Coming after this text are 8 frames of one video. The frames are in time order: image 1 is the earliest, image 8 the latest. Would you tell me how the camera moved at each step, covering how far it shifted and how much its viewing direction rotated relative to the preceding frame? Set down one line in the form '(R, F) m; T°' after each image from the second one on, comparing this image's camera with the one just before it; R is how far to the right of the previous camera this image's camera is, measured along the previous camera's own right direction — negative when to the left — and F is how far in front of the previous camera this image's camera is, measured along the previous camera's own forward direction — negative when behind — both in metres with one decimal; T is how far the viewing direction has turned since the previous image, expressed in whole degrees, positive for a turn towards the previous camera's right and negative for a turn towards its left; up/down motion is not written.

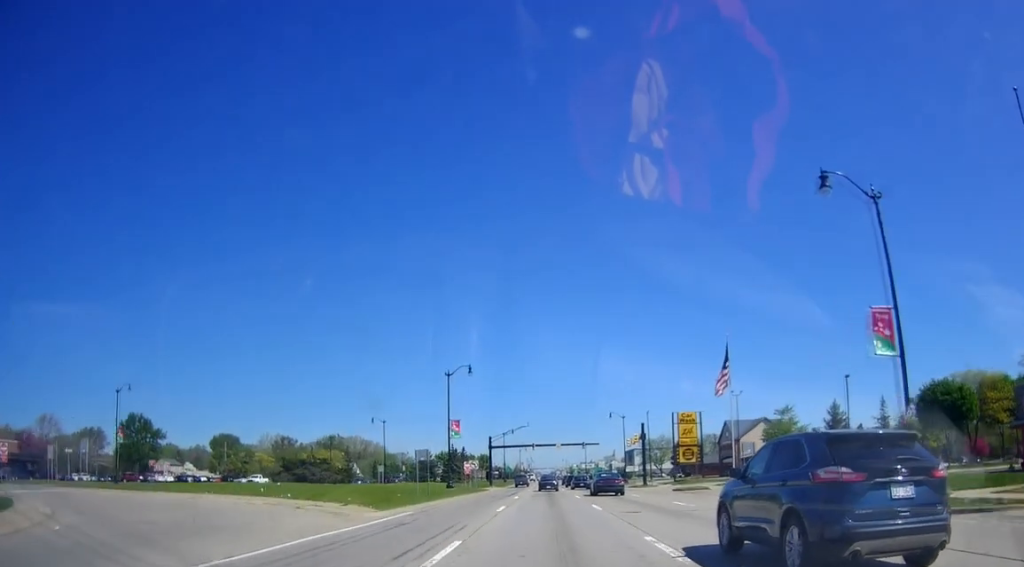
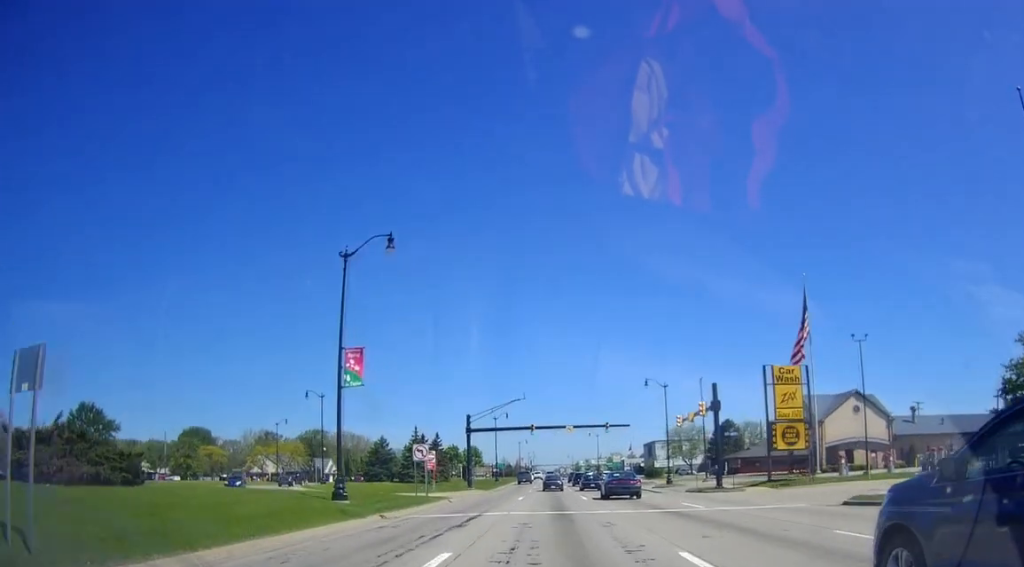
(-0.1, +32.1) m; -1°
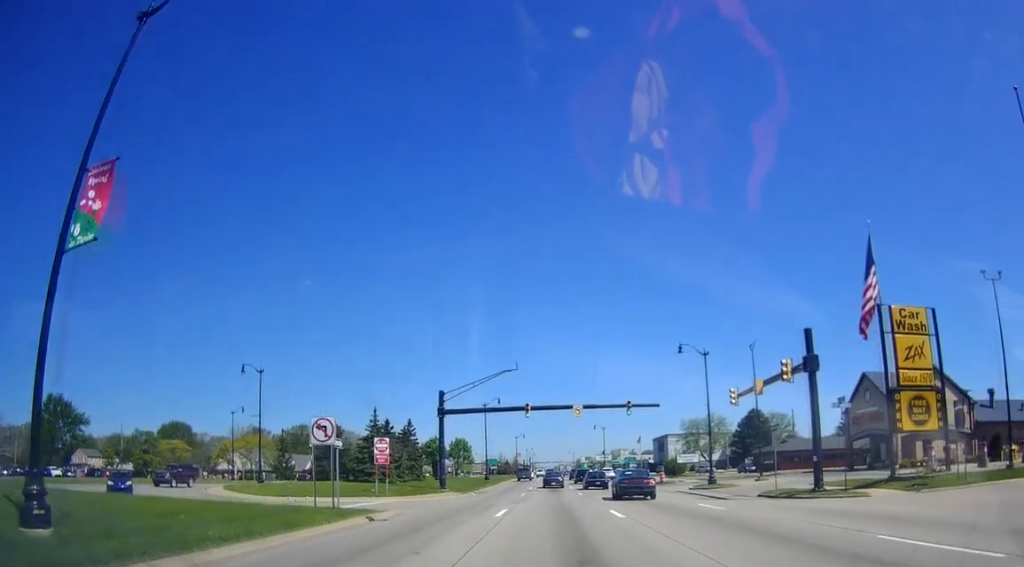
(-0.6, +17.4) m; 0°
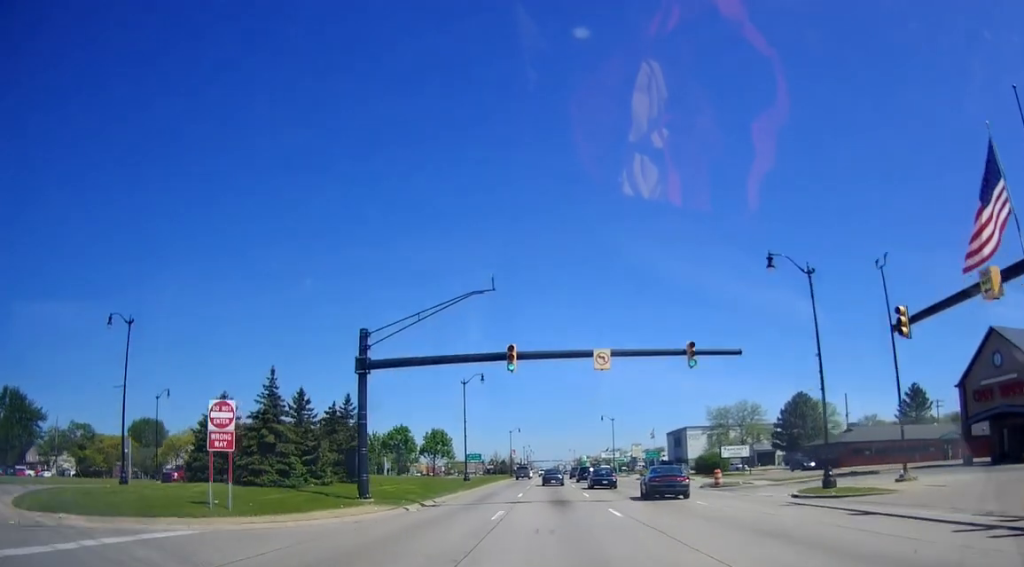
(+0.8, +21.0) m; +2°
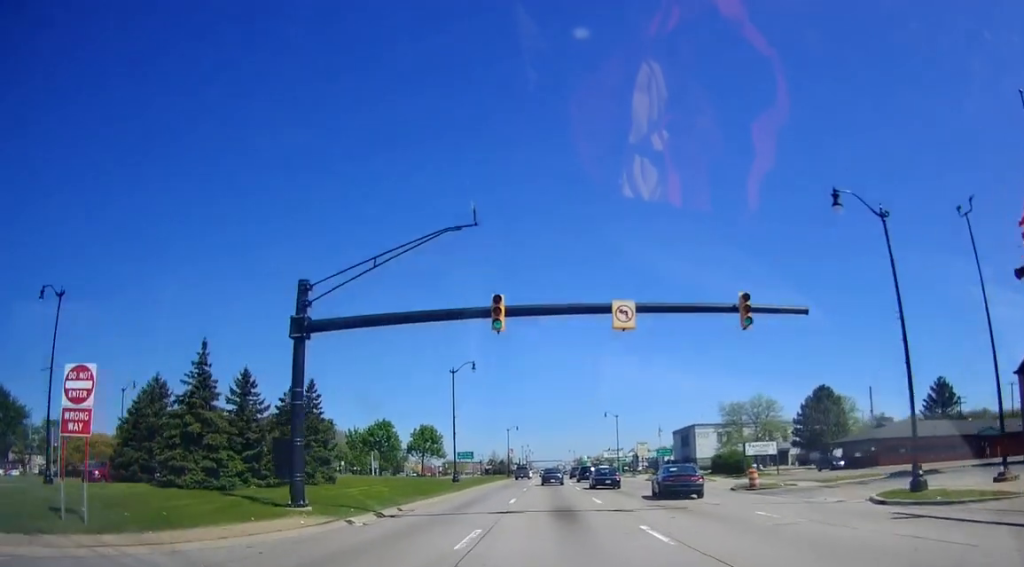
(+0.1, +7.6) m; -1°
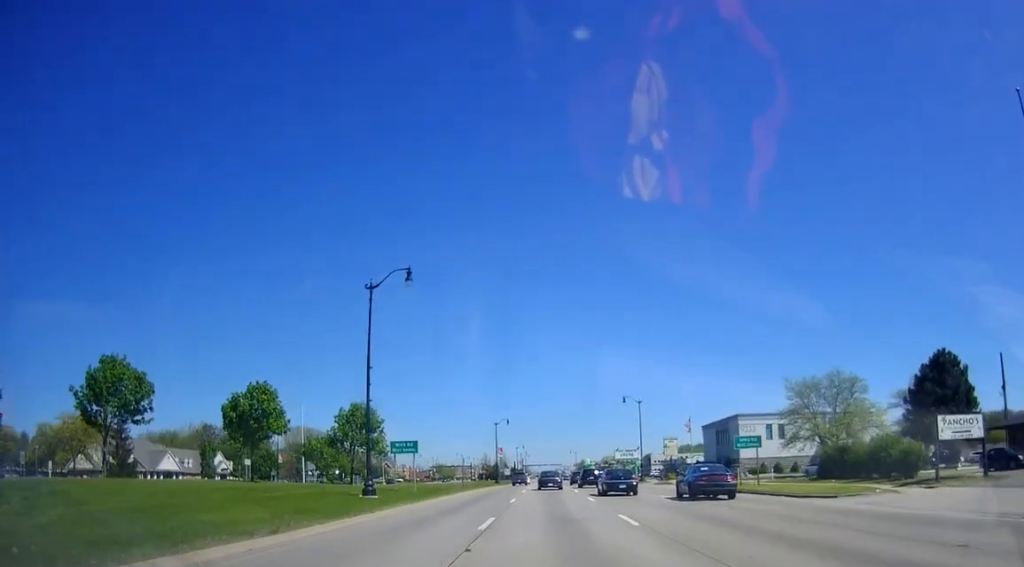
(-0.8, +28.0) m; -1°
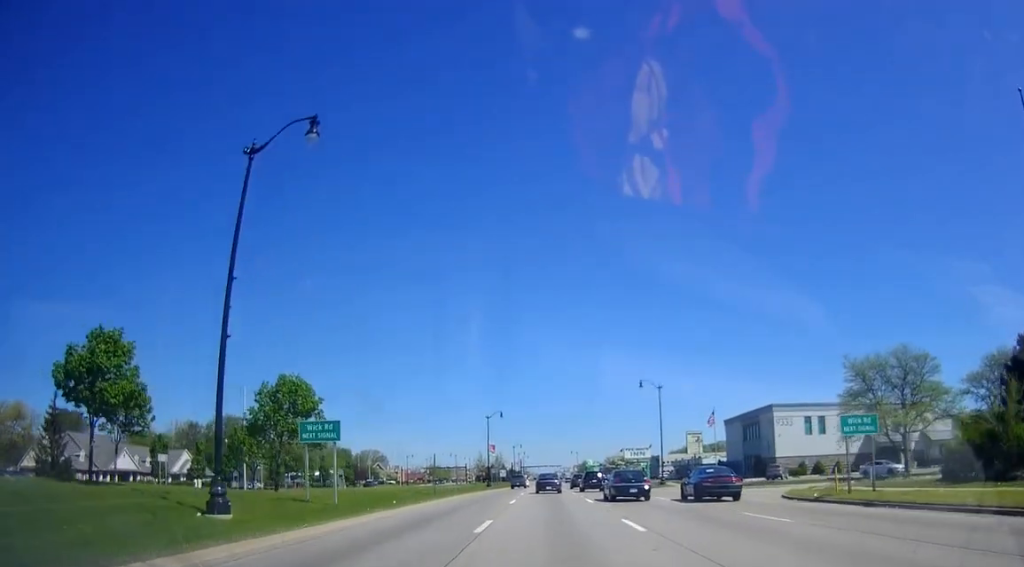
(+0.5, +14.3) m; +2°
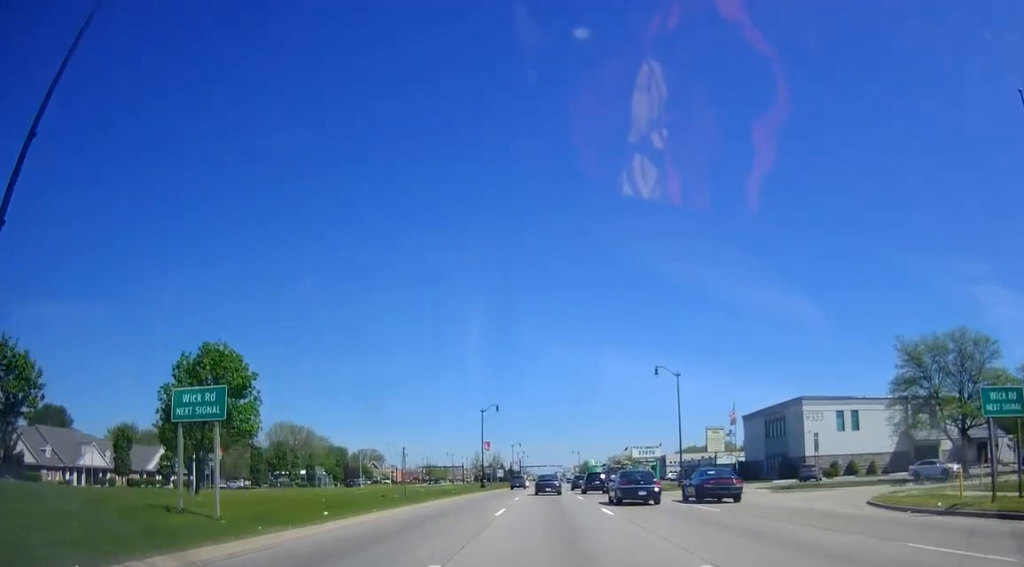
(0.0, +9.0) m; 0°
